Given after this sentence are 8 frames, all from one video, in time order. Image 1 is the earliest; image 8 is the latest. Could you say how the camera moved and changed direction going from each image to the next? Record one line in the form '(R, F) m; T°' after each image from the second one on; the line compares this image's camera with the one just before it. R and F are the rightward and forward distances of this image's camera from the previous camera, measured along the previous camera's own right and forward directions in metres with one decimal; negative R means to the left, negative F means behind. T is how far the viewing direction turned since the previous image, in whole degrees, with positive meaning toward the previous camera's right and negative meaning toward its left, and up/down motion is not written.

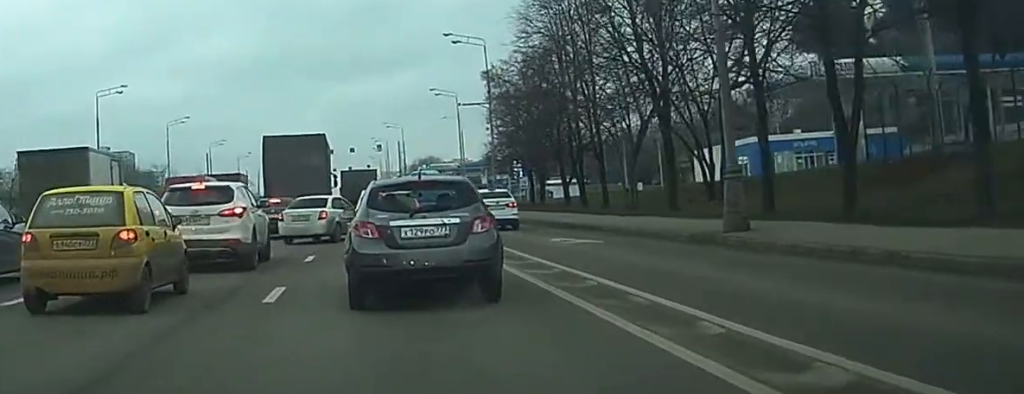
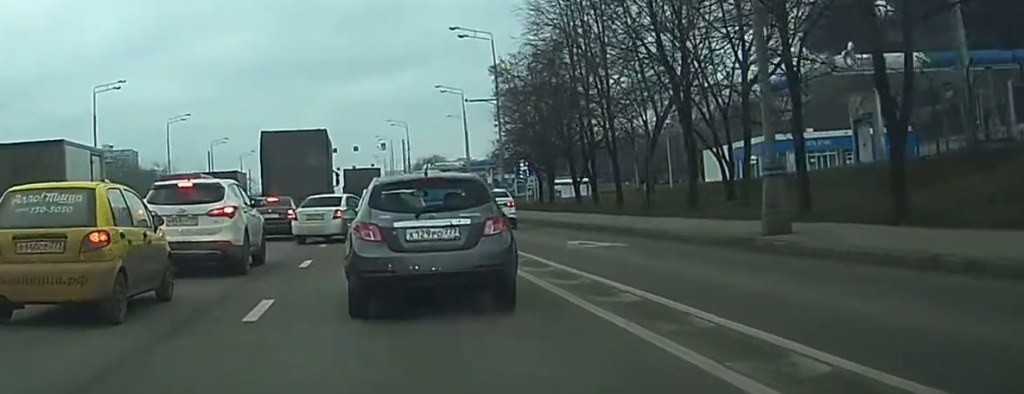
(0.0, +2.1) m; 0°
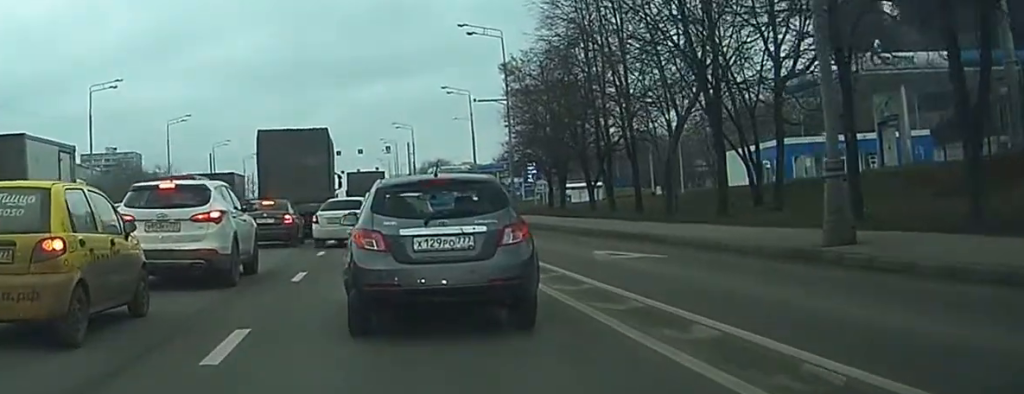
(0.0, +3.0) m; 0°
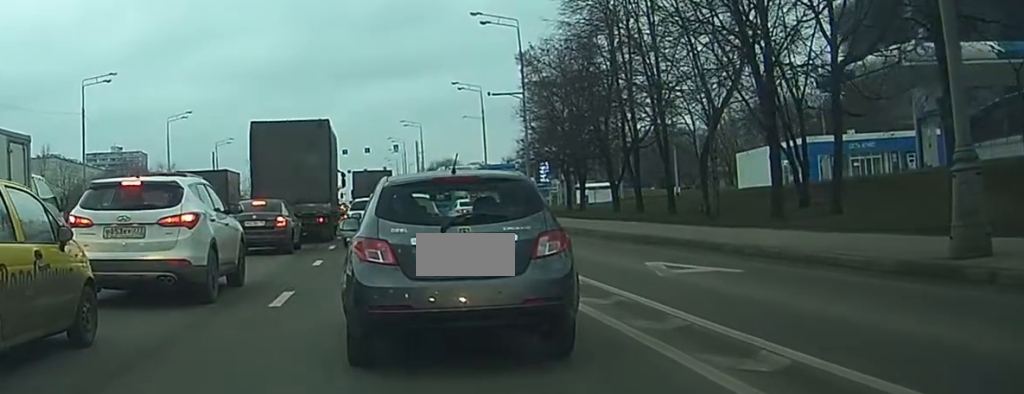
(-0.1, +4.6) m; -1°
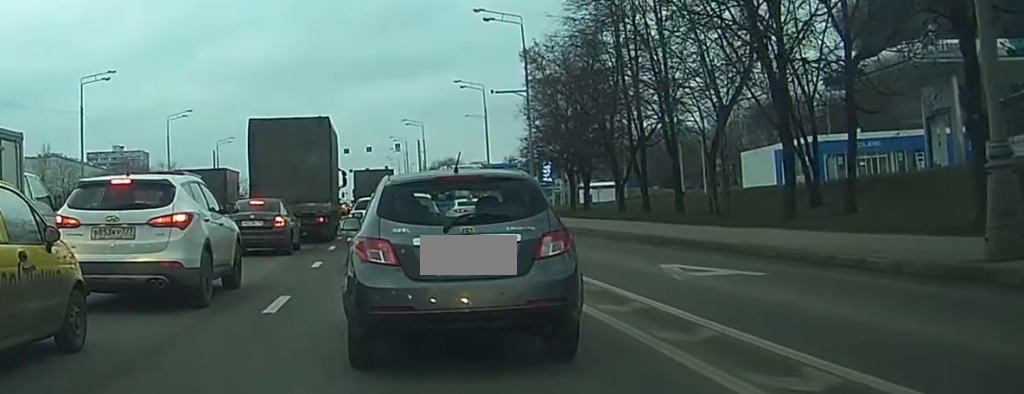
(0.0, +0.8) m; +2°
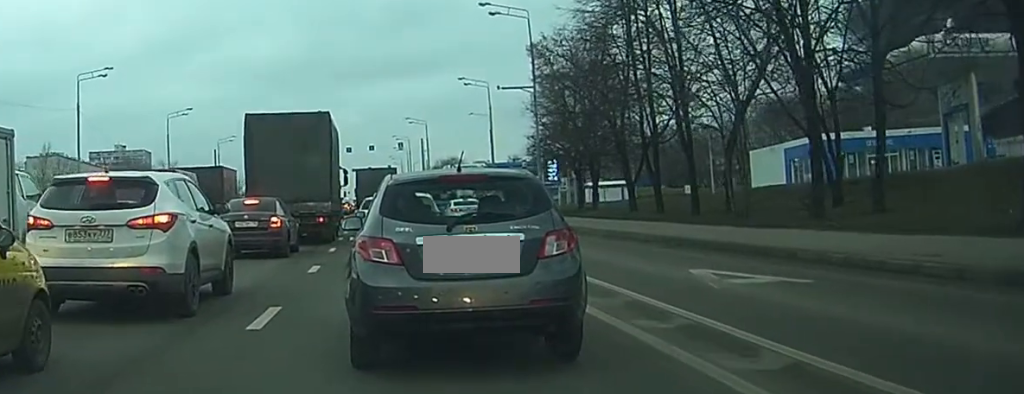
(+0.1, +1.6) m; +4°
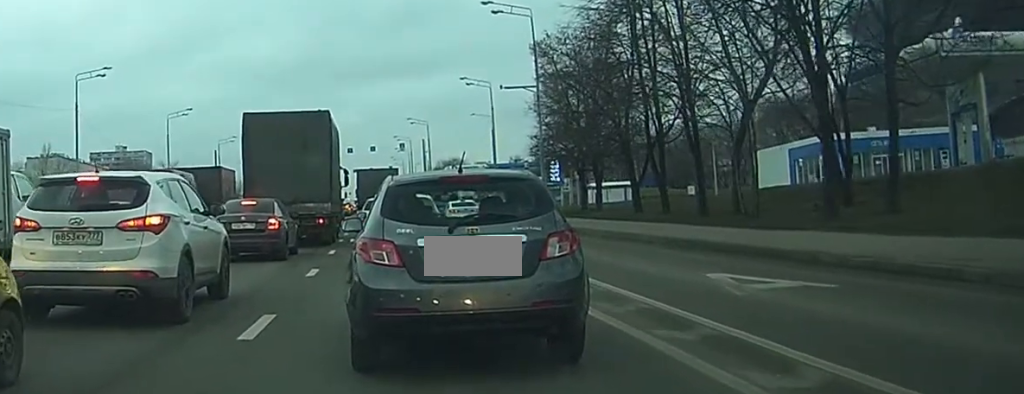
(0.0, +0.6) m; +1°
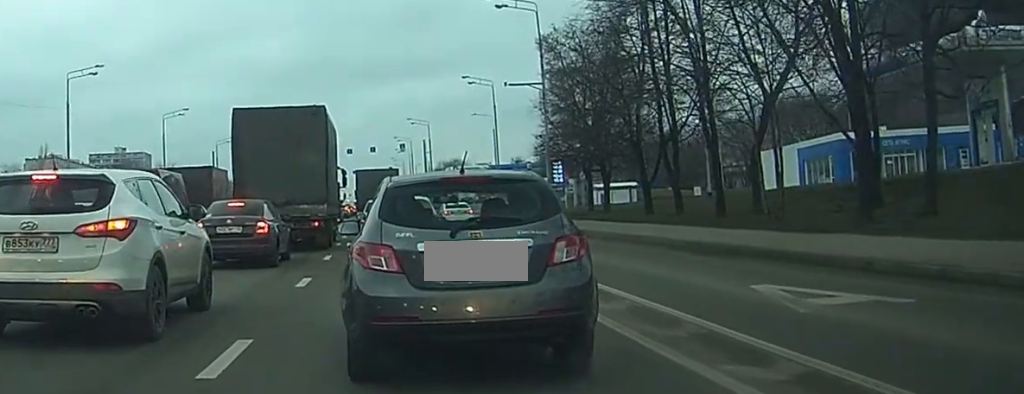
(0.0, +1.6) m; +1°
